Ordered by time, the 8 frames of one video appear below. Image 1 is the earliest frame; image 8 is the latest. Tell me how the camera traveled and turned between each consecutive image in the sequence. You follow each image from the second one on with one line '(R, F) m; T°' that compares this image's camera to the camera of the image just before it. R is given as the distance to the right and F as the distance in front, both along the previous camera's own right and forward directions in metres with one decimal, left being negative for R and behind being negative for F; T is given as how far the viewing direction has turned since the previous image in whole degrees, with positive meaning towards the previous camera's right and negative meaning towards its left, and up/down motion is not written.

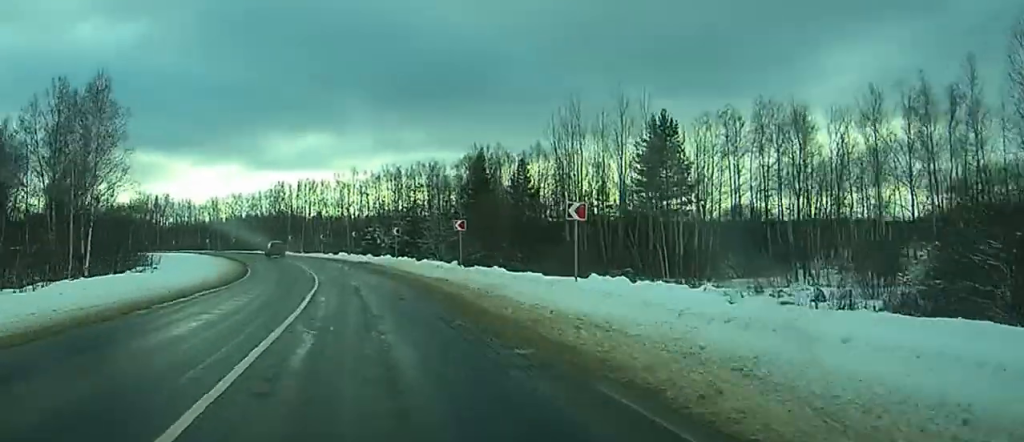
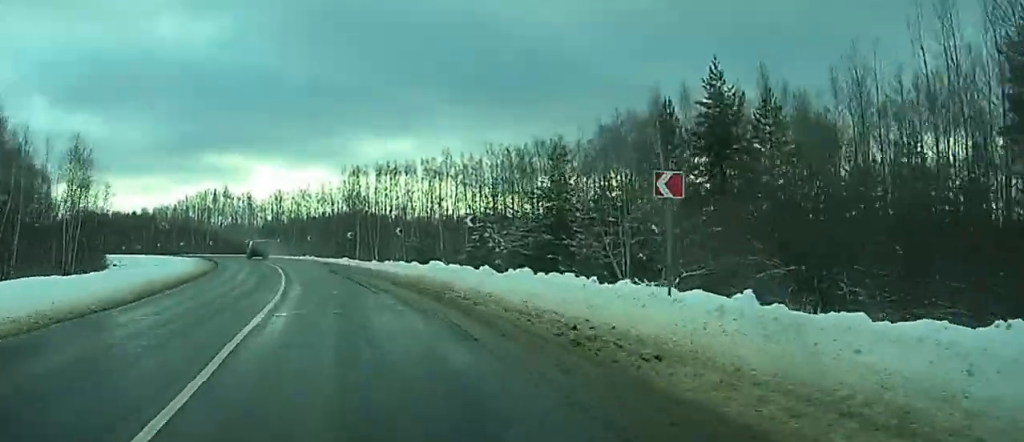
(+9.6, +55.7) m; 0°
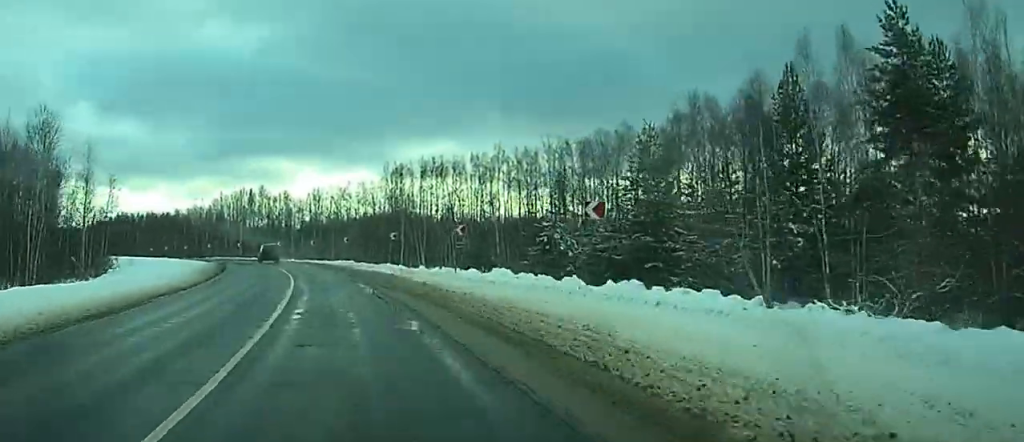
(-1.1, +15.8) m; -5°
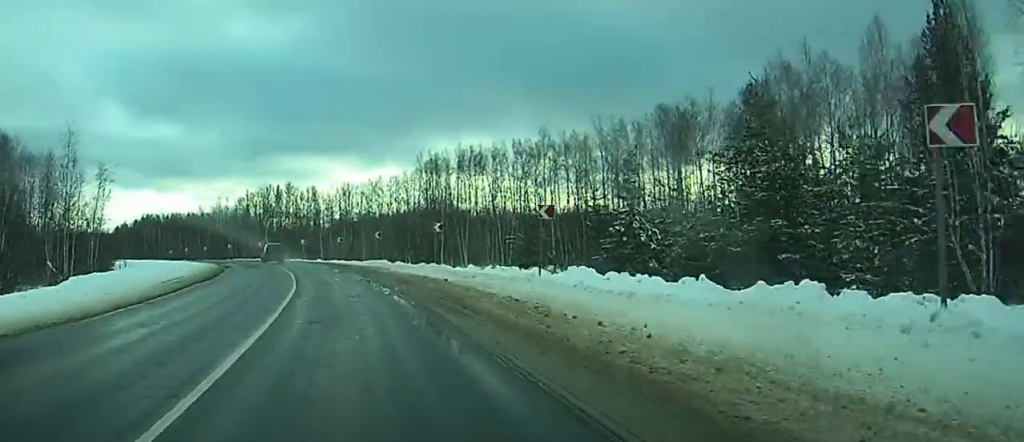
(-0.4, +14.8) m; -4°
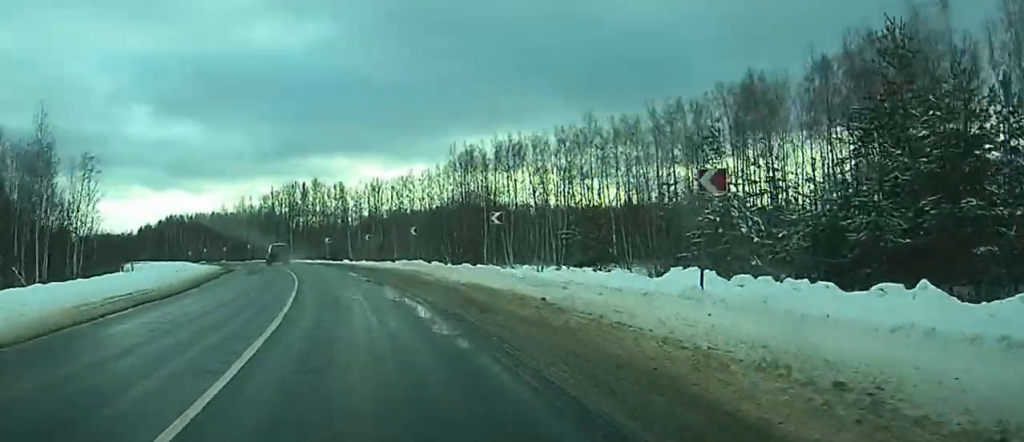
(-0.5, +12.5) m; -1°
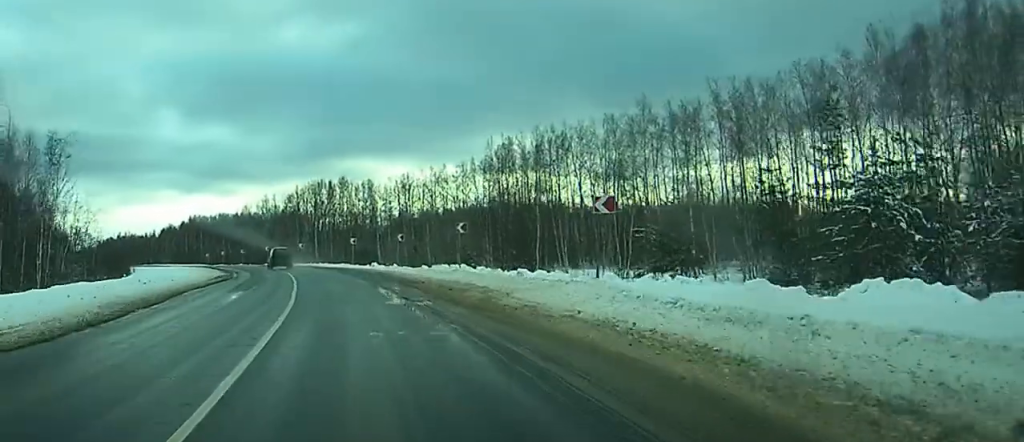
(-0.3, +13.3) m; -1°
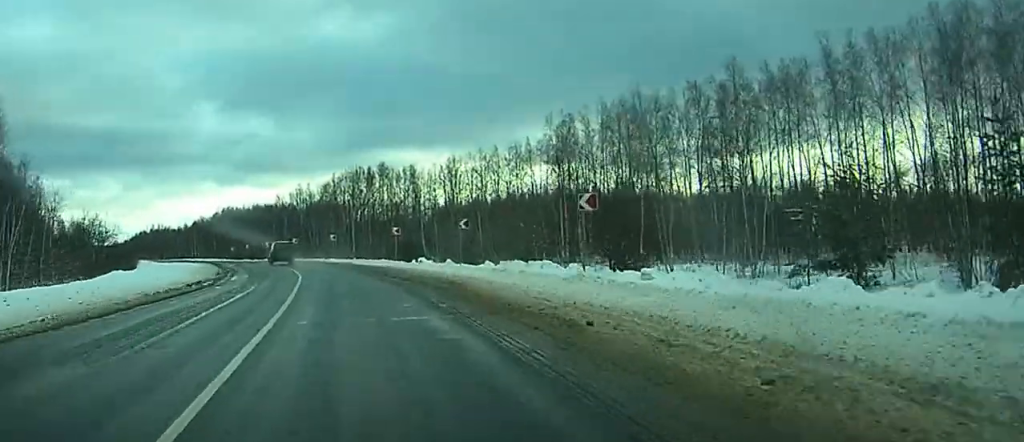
(+0.1, +18.7) m; -2°
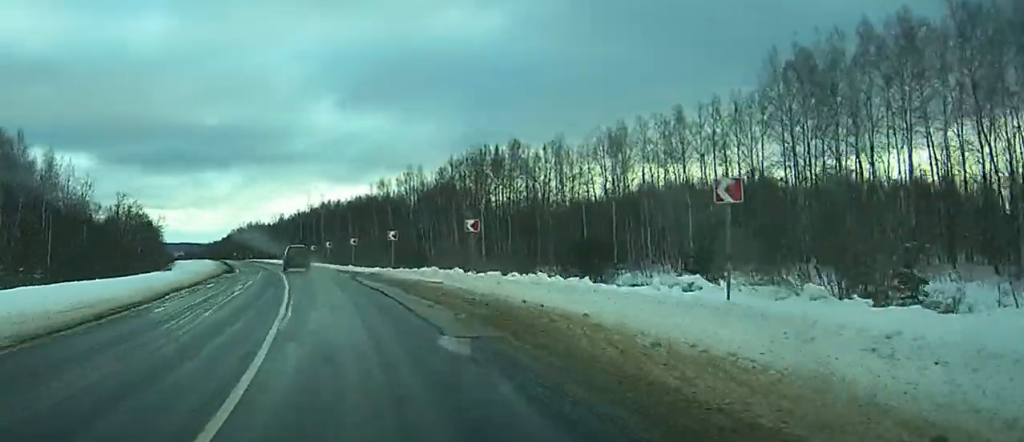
(-3.3, +48.1) m; -8°
